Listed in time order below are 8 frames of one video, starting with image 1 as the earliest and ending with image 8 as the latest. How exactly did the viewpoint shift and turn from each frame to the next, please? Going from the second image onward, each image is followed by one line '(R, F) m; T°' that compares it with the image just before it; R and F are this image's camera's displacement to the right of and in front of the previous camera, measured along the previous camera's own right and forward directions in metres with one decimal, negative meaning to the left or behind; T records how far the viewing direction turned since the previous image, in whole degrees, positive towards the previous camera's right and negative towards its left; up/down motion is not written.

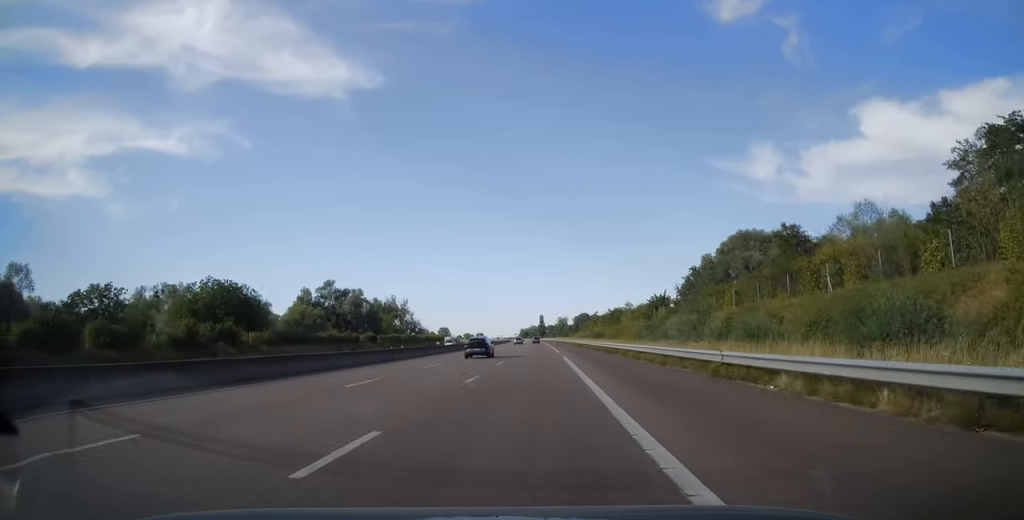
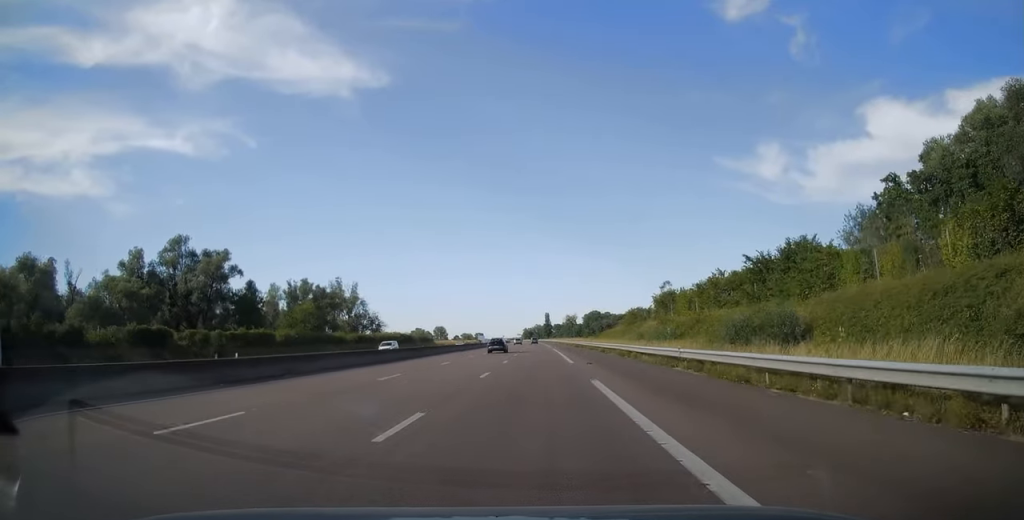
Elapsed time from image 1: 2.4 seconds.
(-0.6, +74.6) m; -1°
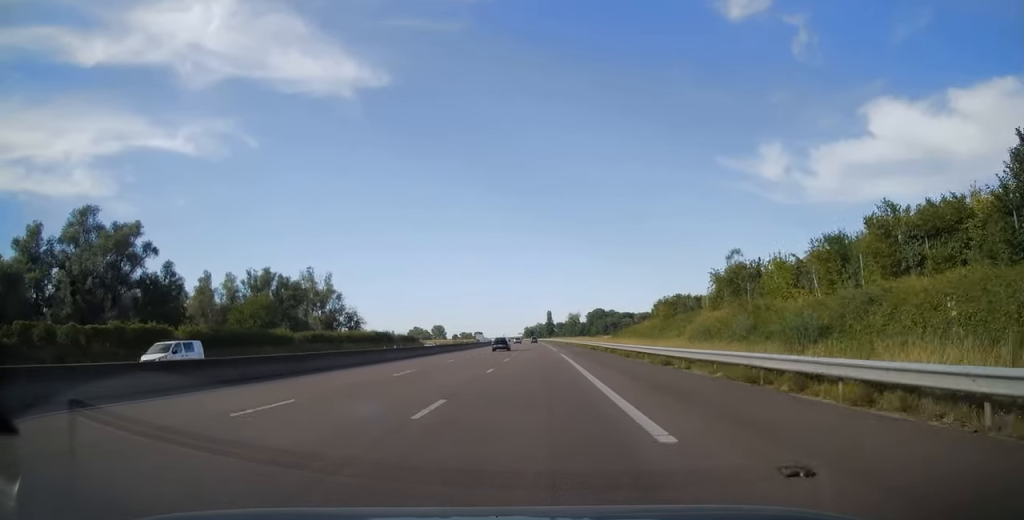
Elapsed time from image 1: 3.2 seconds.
(-0.1, +23.7) m; 0°
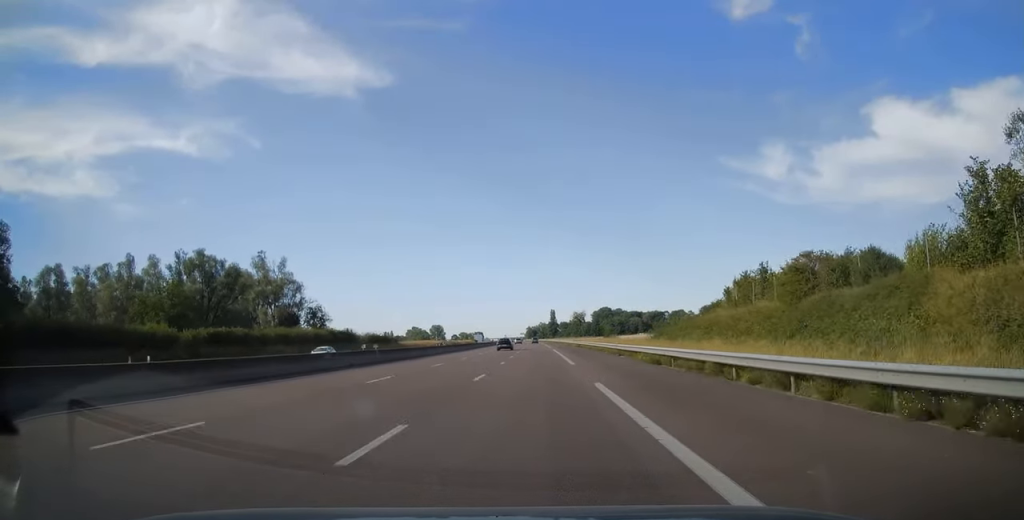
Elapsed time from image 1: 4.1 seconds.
(0.0, +29.8) m; 0°
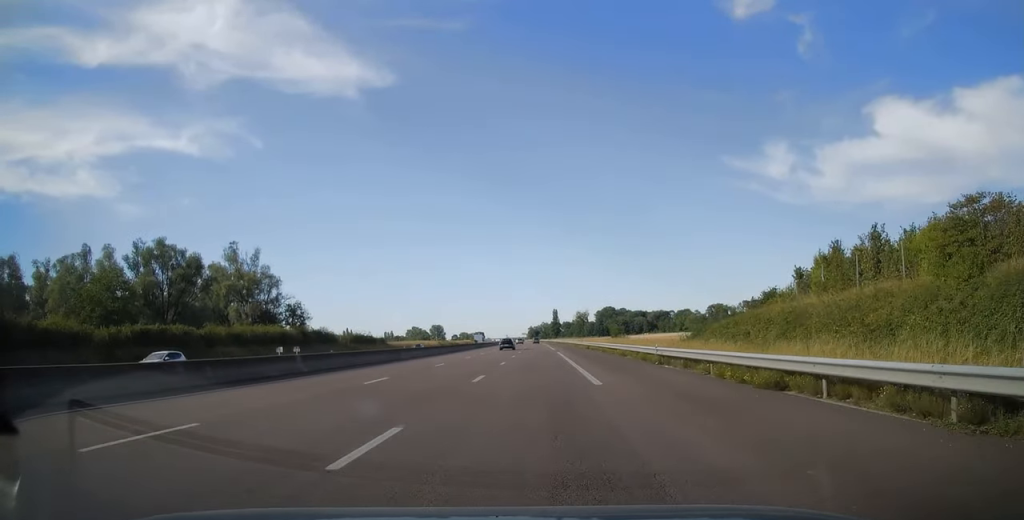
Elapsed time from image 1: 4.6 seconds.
(0.0, +13.4) m; 0°
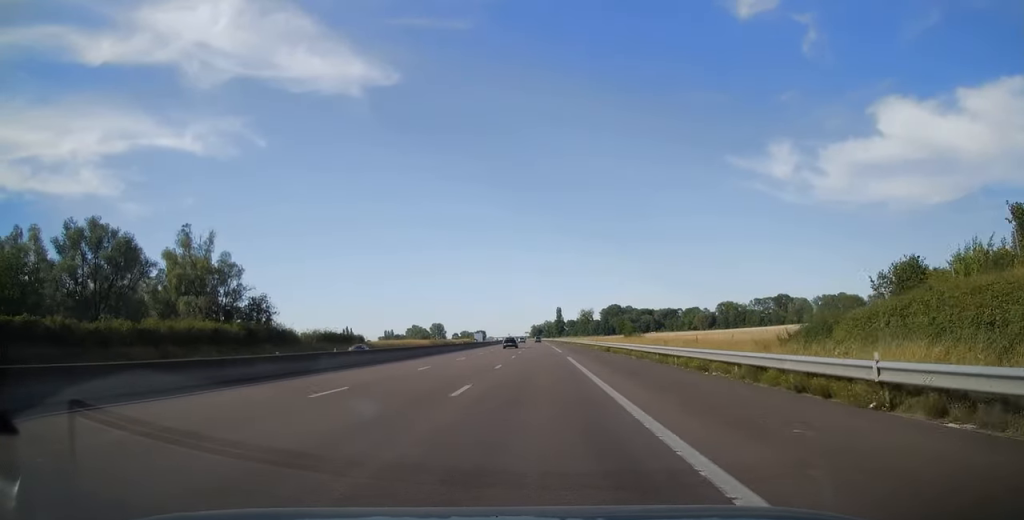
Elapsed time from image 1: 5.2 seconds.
(0.0, +18.0) m; 0°
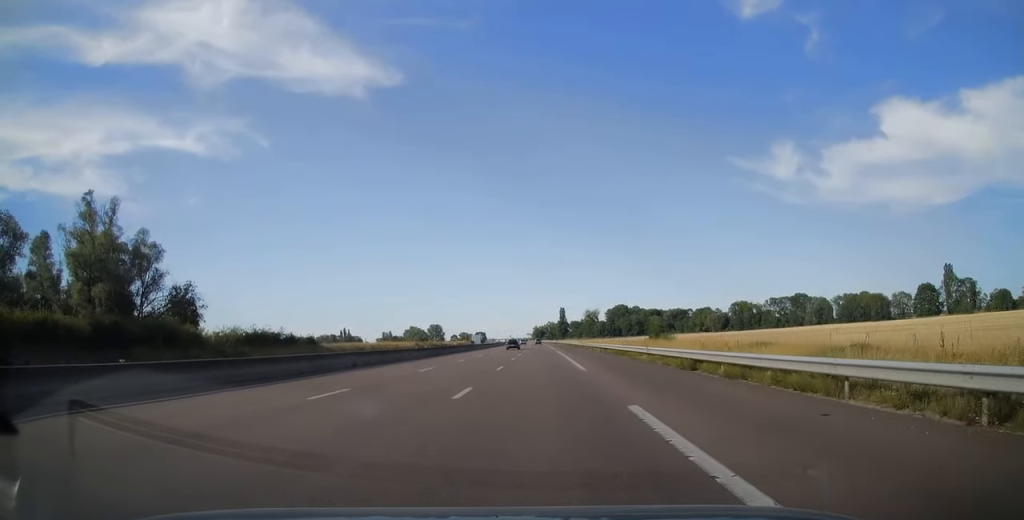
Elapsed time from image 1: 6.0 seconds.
(-0.2, +26.2) m; 0°
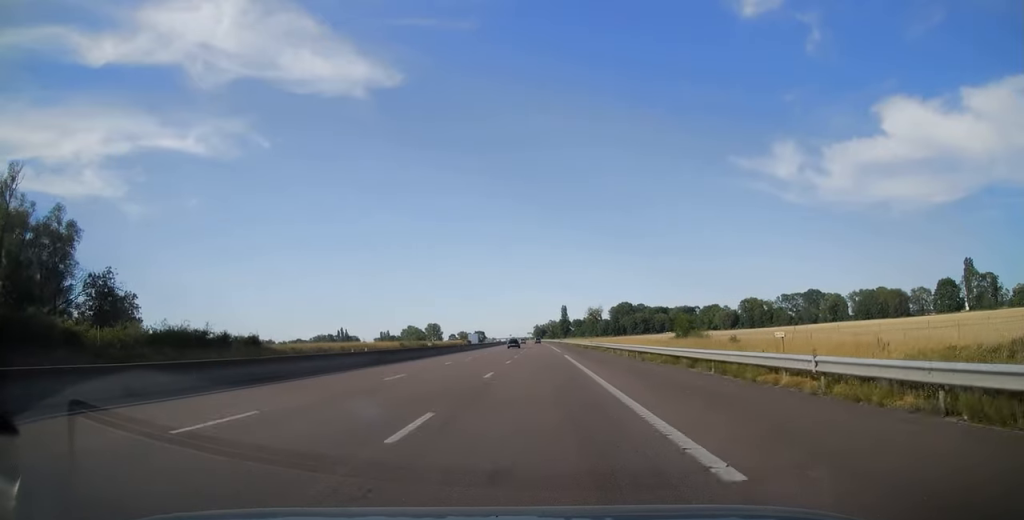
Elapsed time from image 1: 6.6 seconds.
(-0.1, +19.0) m; 0°
